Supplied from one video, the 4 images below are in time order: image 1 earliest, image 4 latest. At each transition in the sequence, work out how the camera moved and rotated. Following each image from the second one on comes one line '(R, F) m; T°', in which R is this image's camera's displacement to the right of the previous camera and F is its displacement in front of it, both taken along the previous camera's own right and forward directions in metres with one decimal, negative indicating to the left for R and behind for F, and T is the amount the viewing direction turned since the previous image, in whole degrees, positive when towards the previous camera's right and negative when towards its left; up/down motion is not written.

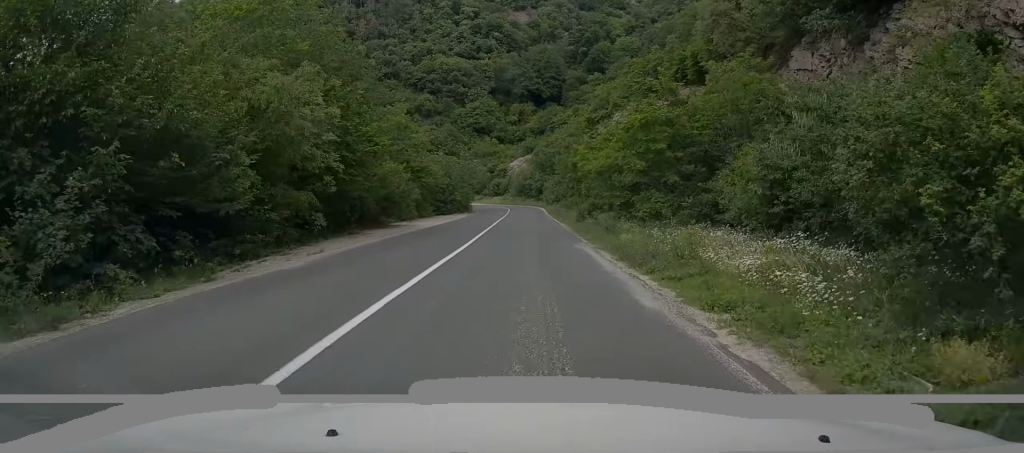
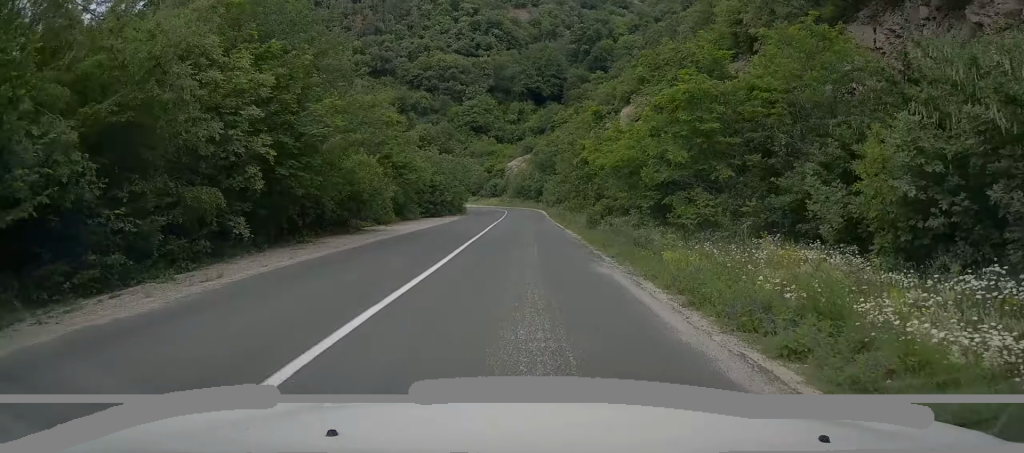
(+0.1, +5.3) m; 0°
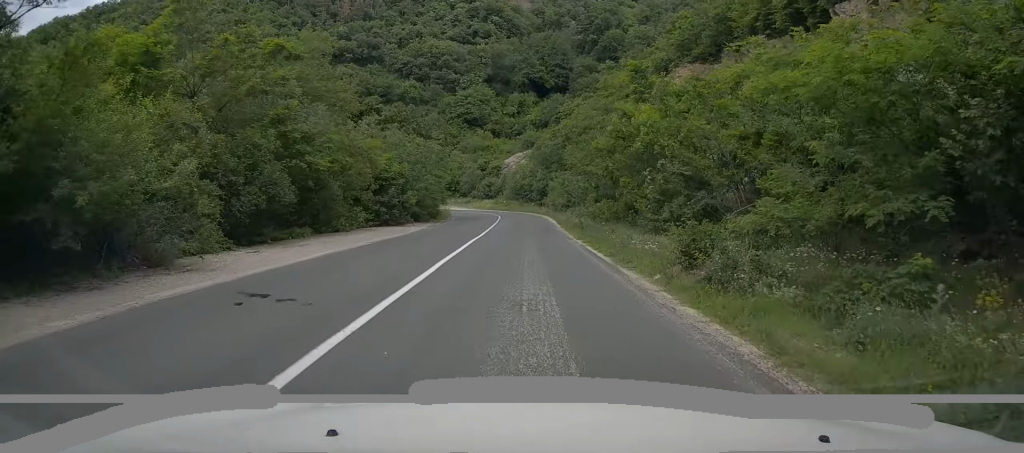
(-0.1, +16.1) m; 0°
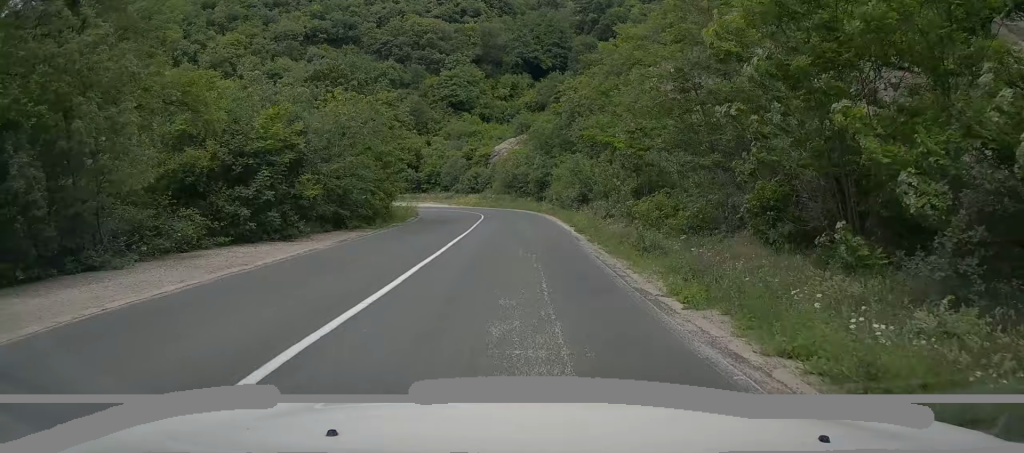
(+0.3, +15.8) m; +1°
